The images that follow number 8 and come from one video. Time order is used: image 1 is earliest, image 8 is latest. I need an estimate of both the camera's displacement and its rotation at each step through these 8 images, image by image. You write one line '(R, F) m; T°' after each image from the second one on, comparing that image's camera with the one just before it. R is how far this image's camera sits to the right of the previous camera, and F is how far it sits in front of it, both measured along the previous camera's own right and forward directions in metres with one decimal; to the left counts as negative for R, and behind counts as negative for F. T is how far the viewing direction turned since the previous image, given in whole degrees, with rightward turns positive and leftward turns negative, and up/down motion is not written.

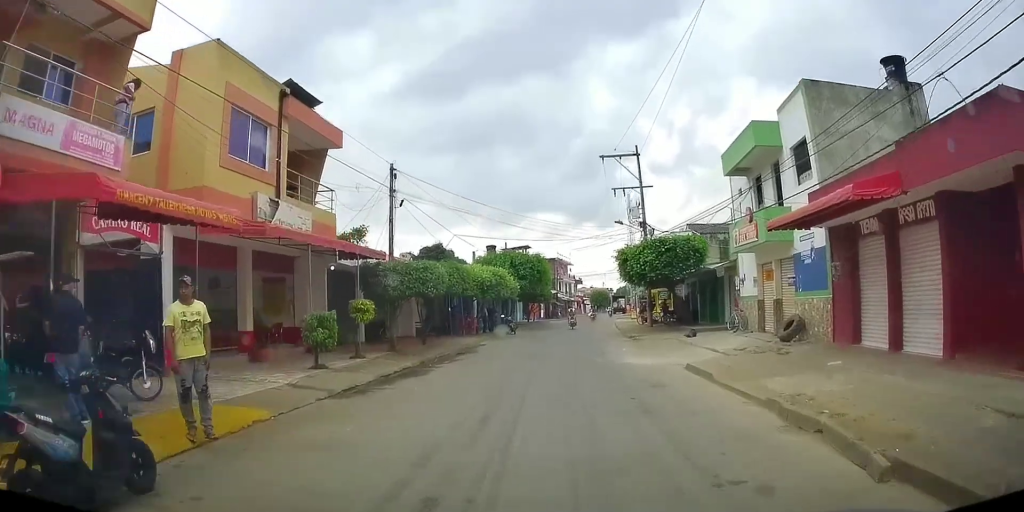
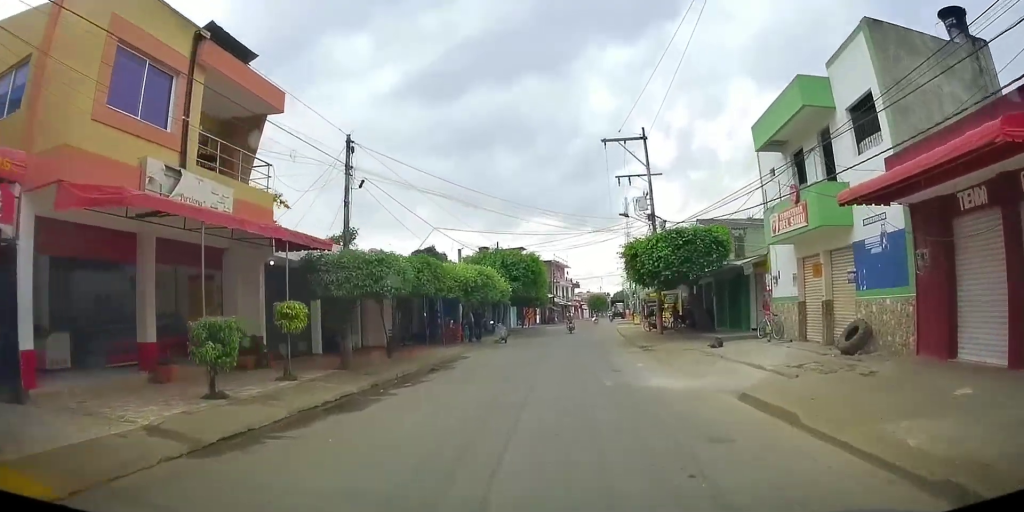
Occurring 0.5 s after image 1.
(-0.1, +4.0) m; +1°
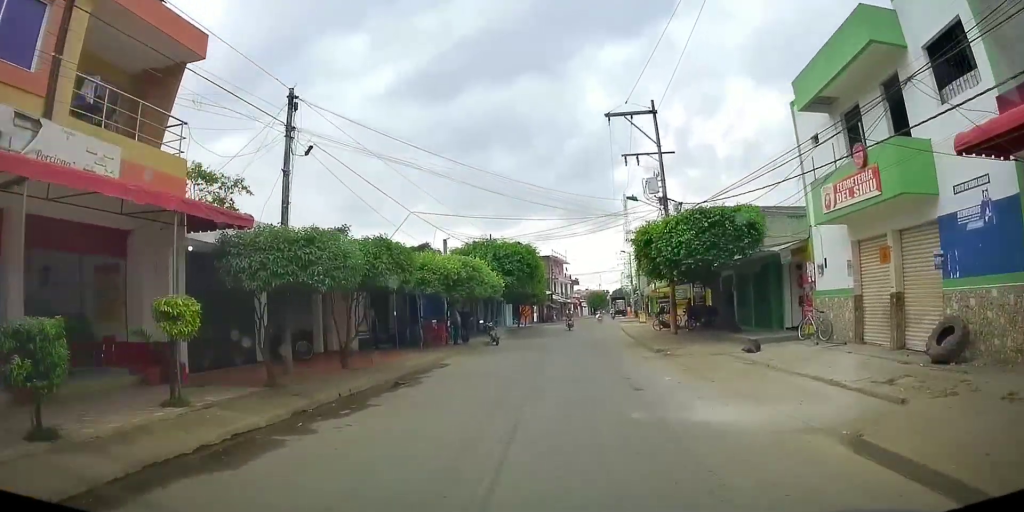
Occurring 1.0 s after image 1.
(-0.1, +3.5) m; +1°
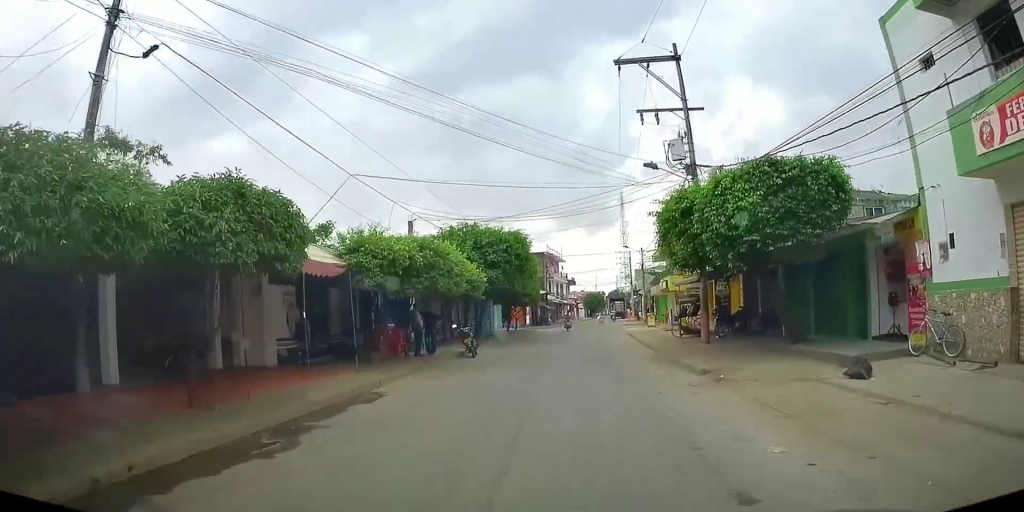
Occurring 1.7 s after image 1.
(+0.4, +5.8) m; -1°
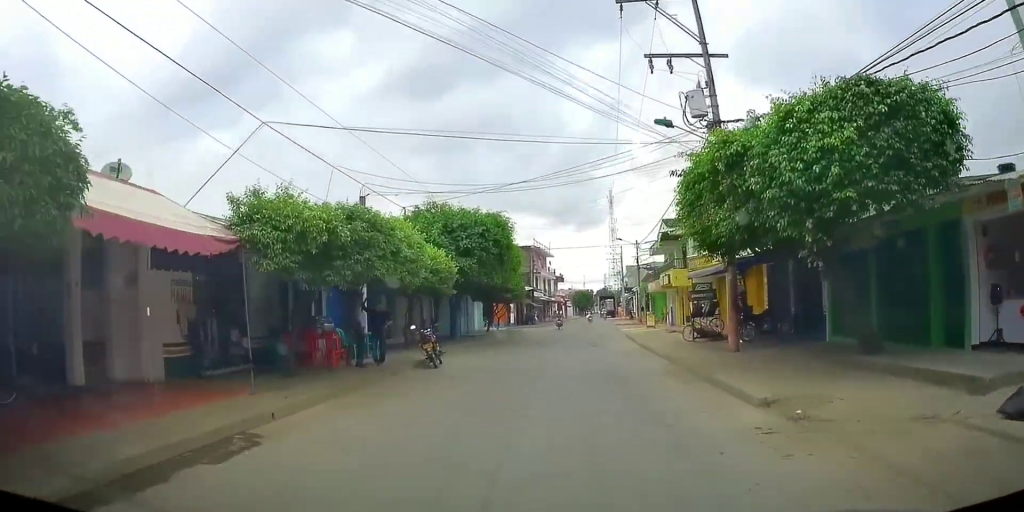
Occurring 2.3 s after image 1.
(-0.2, +4.4) m; 0°
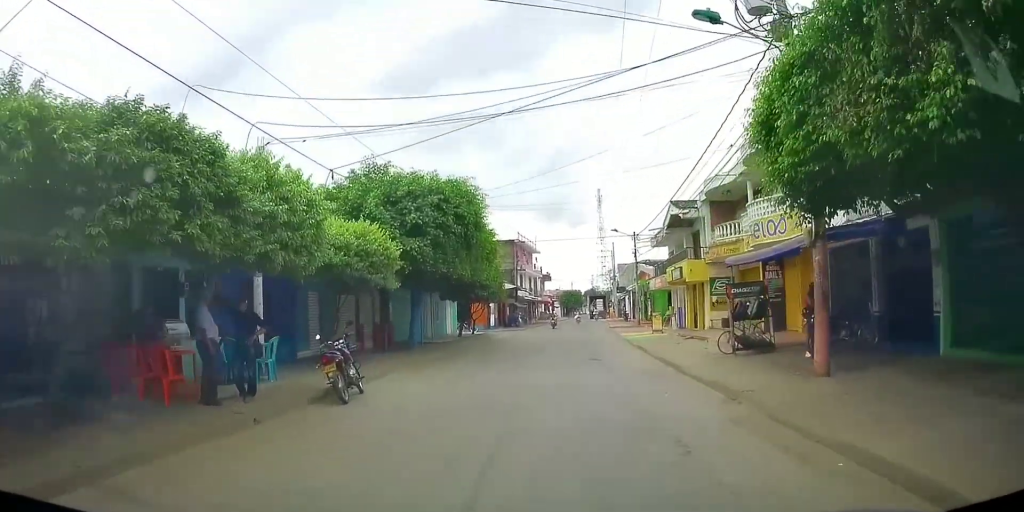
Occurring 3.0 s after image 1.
(-0.3, +6.1) m; +1°
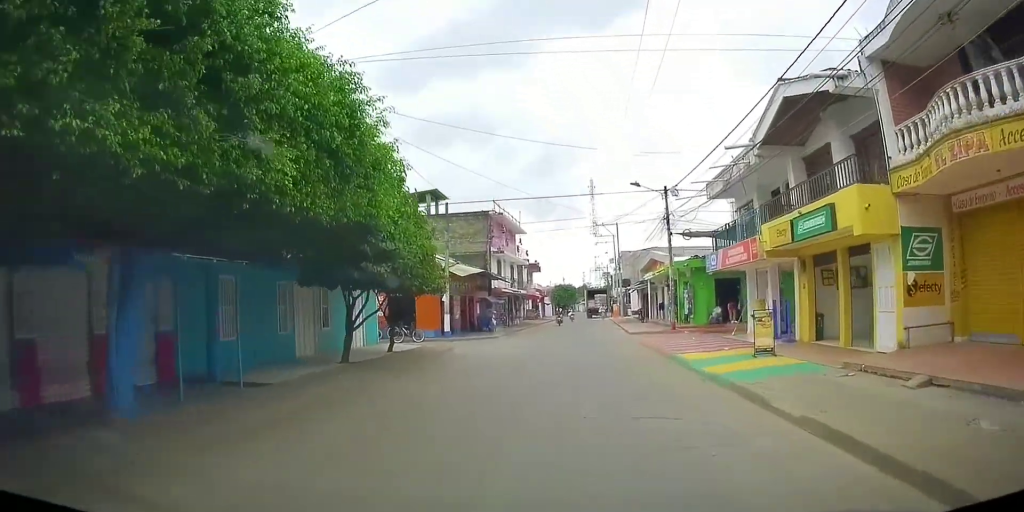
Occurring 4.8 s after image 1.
(+1.0, +15.5) m; +3°
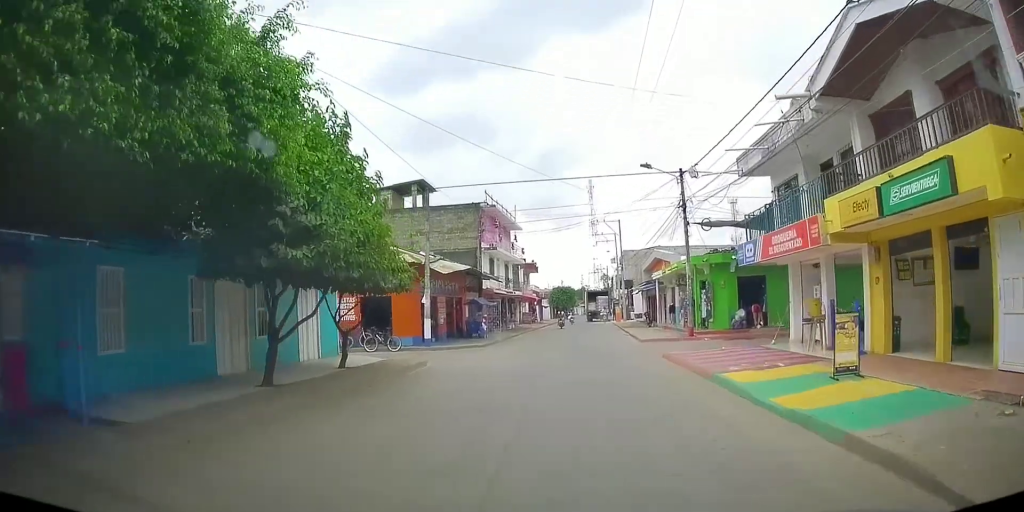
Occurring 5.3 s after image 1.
(-0.1, +4.0) m; +2°
